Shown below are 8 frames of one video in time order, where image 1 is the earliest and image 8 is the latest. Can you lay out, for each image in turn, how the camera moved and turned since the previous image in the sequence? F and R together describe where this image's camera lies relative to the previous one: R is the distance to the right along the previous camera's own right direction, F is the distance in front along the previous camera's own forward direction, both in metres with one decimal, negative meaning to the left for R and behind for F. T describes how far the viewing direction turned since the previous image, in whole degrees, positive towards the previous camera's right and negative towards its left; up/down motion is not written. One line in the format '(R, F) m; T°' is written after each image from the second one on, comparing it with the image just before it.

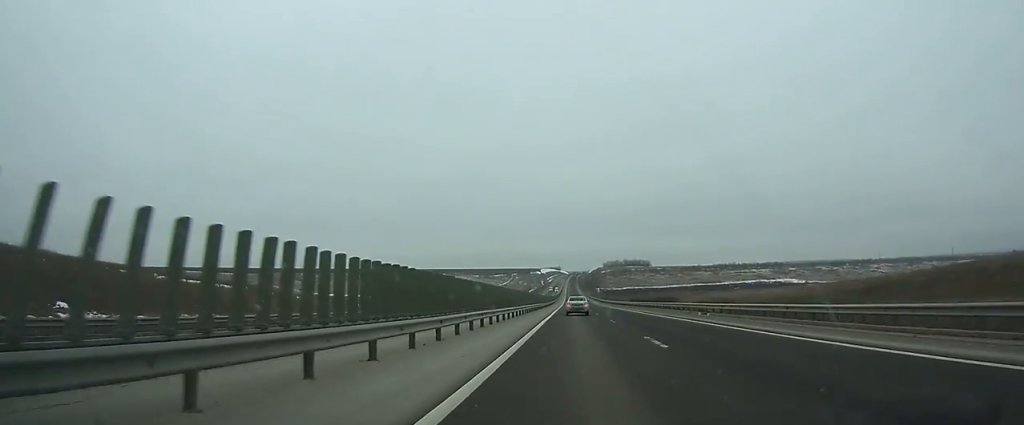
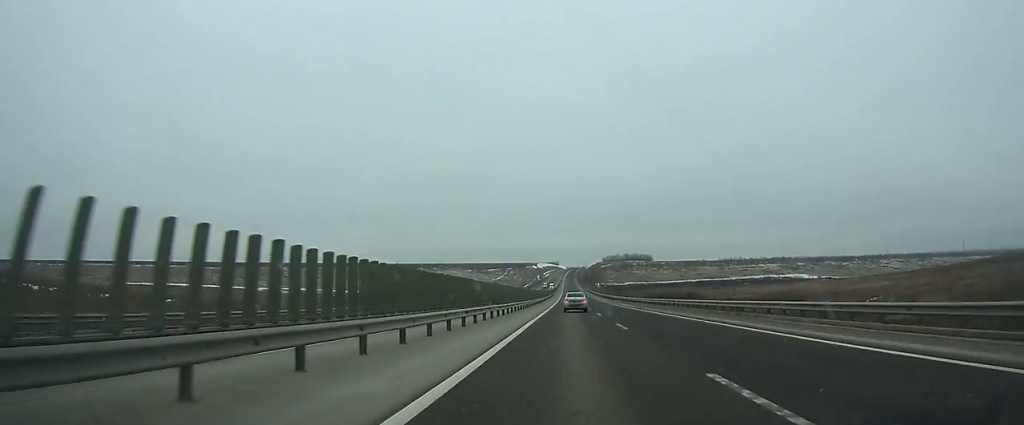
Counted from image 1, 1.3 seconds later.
(+0.2, +41.2) m; 0°
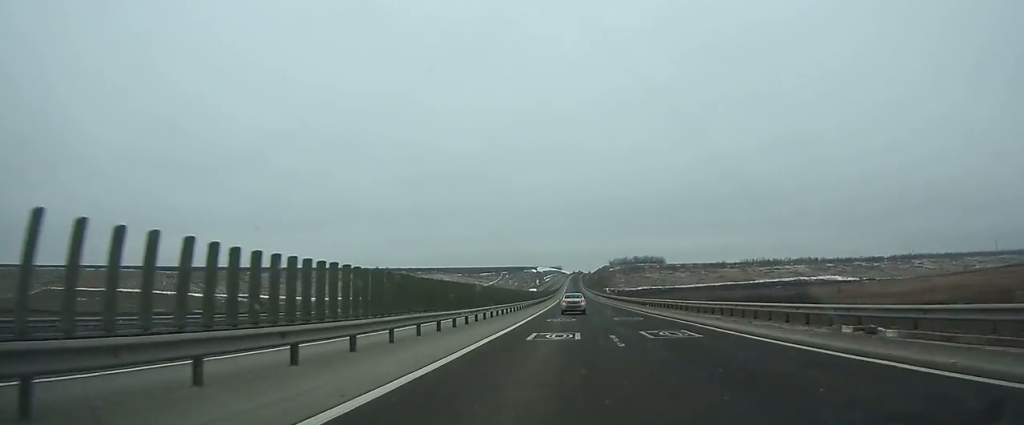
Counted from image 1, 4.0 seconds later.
(0.0, +85.4) m; 0°
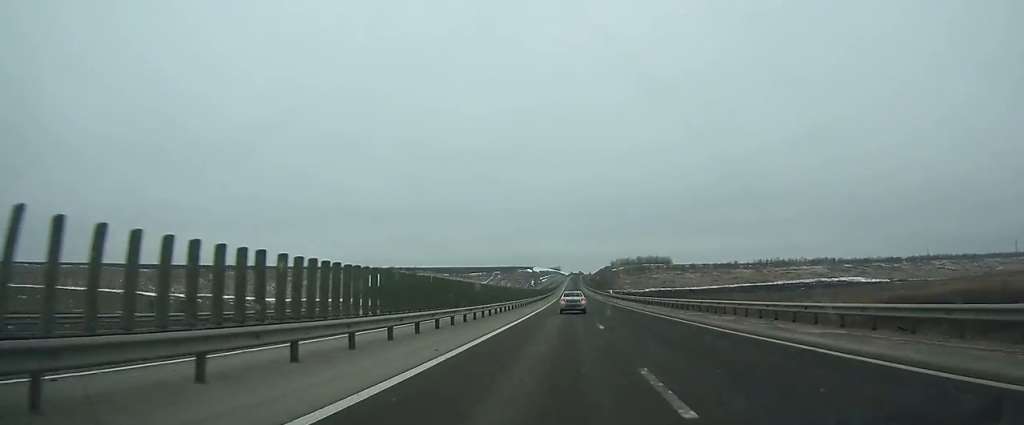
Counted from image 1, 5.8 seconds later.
(0.0, +56.5) m; 0°
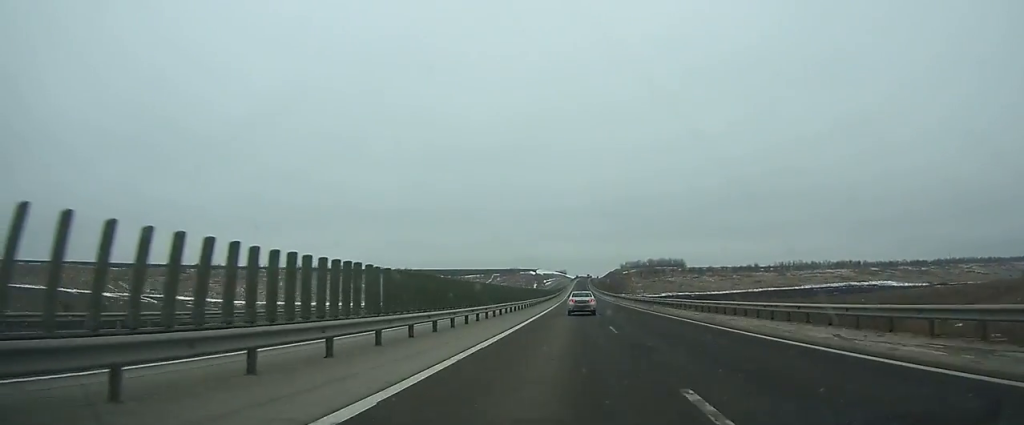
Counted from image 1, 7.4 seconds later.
(-0.1, +49.6) m; 0°
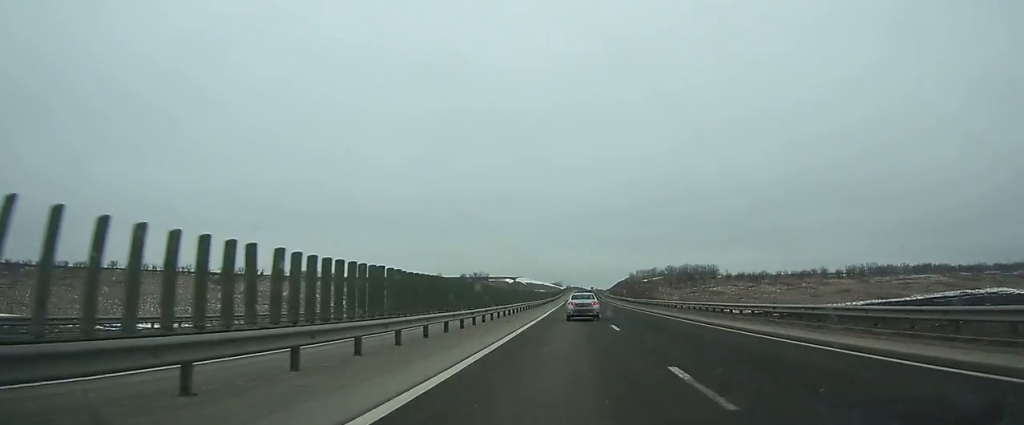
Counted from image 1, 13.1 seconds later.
(+0.2, +171.4) m; 0°
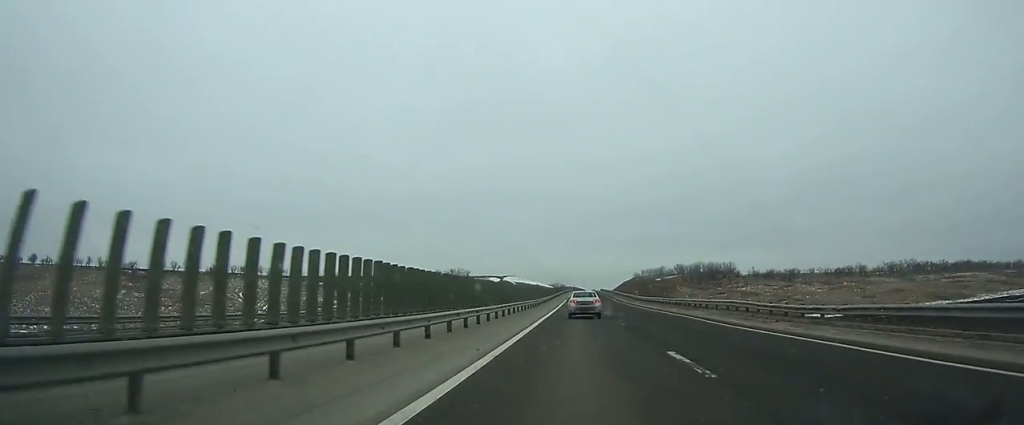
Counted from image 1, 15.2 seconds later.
(0.0, +60.9) m; 0°
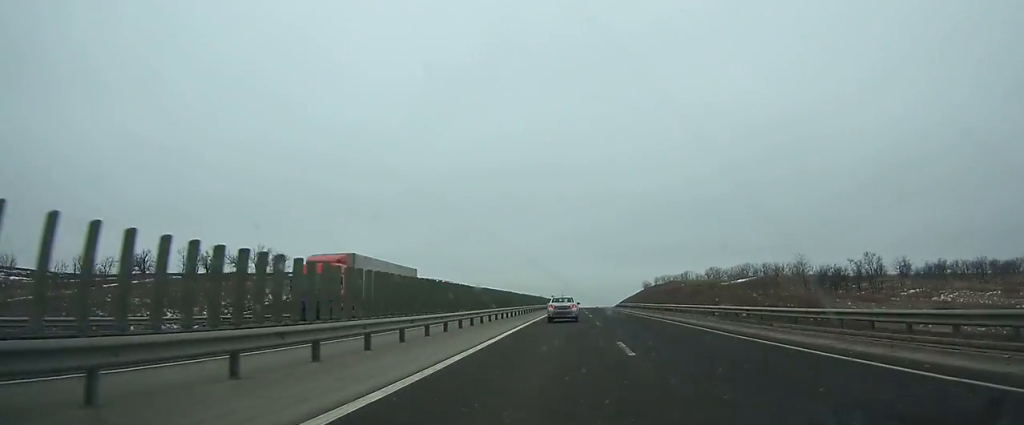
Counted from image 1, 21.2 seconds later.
(+2.2, +168.7) m; +1°
